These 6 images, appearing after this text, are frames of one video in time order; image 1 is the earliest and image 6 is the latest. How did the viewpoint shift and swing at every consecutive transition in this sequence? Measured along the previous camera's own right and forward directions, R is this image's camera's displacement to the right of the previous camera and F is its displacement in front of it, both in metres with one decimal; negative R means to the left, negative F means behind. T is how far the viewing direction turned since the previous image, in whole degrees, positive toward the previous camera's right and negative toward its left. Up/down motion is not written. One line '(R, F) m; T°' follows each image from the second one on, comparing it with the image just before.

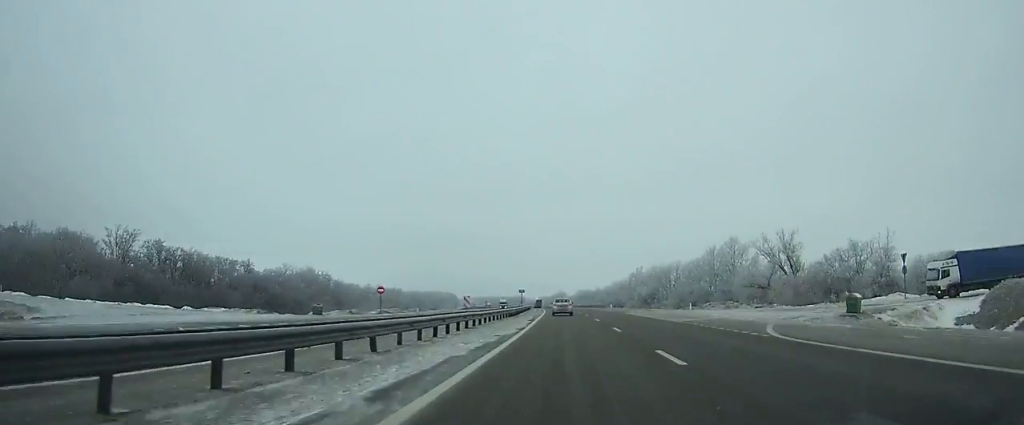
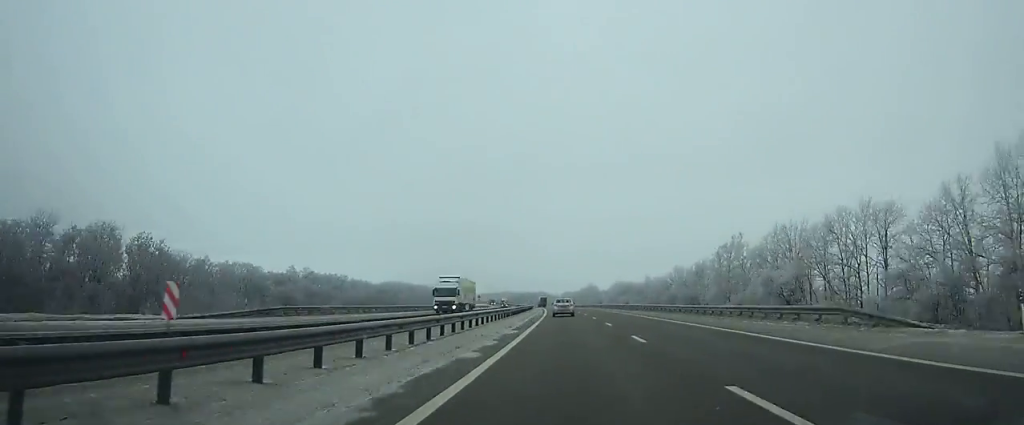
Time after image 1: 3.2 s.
(-2.1, +87.1) m; -3°
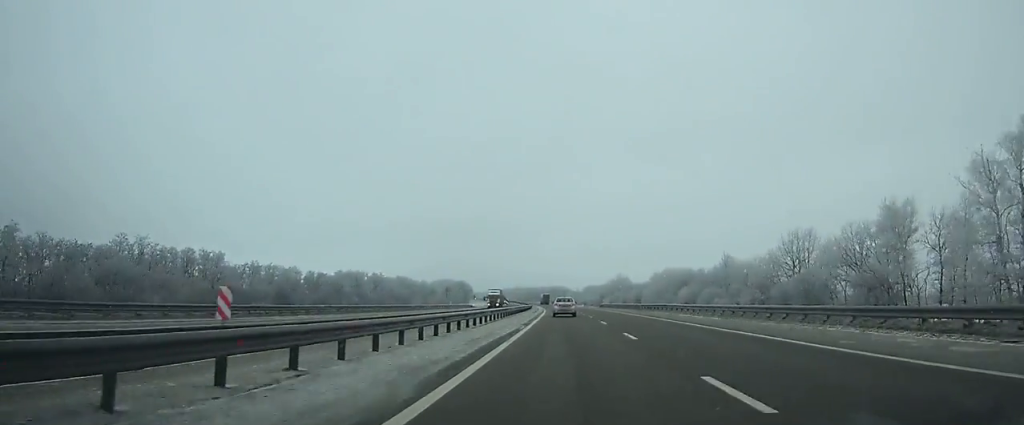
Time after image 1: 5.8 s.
(-1.1, +70.2) m; -2°
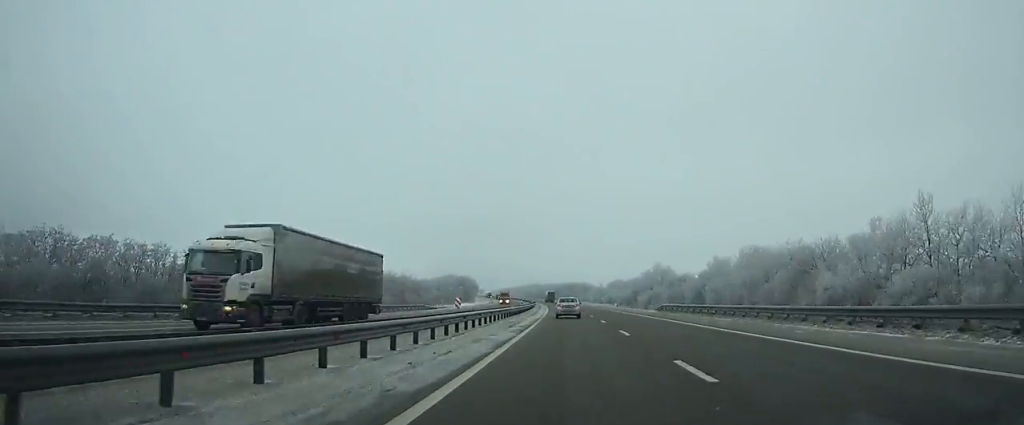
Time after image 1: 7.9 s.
(-0.6, +56.2) m; -2°
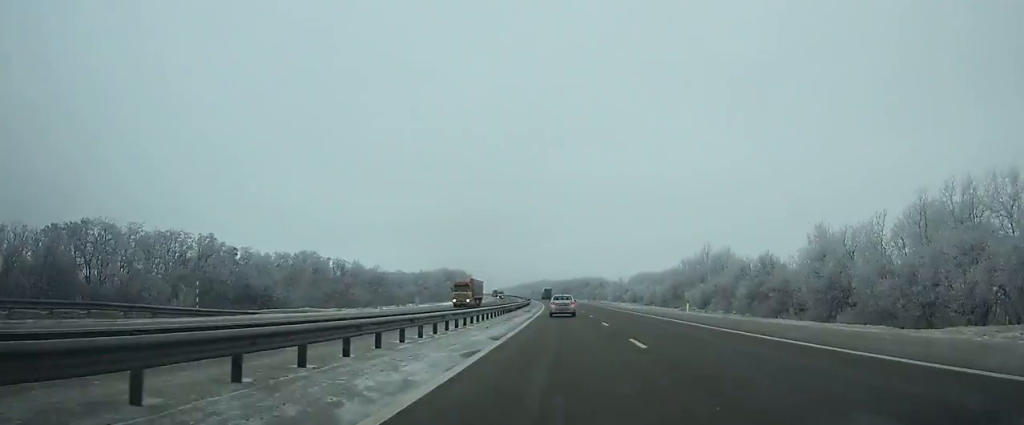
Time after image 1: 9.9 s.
(-0.9, +53.1) m; -1°
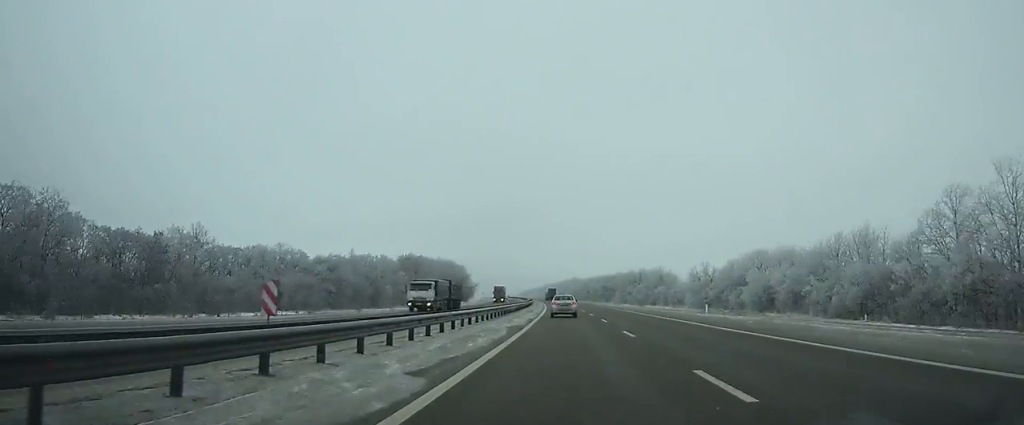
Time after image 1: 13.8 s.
(-2.2, +102.7) m; -3°
